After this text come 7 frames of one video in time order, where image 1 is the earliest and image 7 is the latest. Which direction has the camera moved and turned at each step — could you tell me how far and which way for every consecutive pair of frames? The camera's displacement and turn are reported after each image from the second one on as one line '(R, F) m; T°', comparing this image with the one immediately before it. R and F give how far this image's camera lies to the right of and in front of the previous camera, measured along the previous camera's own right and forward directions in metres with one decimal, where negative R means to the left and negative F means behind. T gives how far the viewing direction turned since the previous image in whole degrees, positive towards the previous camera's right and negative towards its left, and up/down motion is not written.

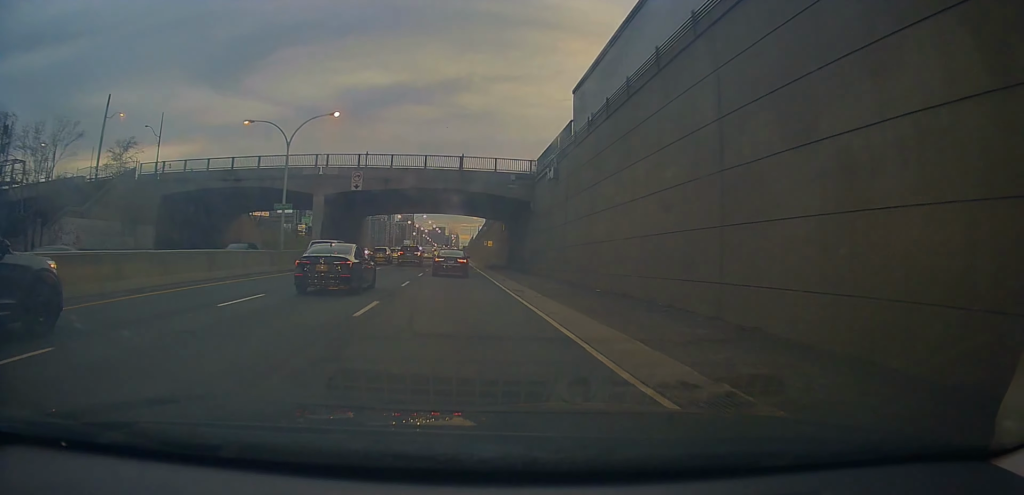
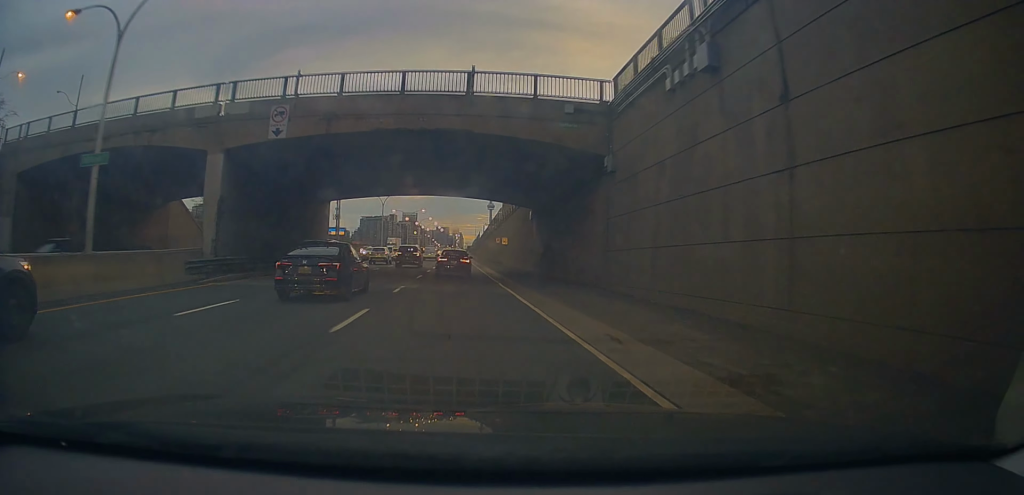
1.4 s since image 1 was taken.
(-0.4, +20.8) m; -1°
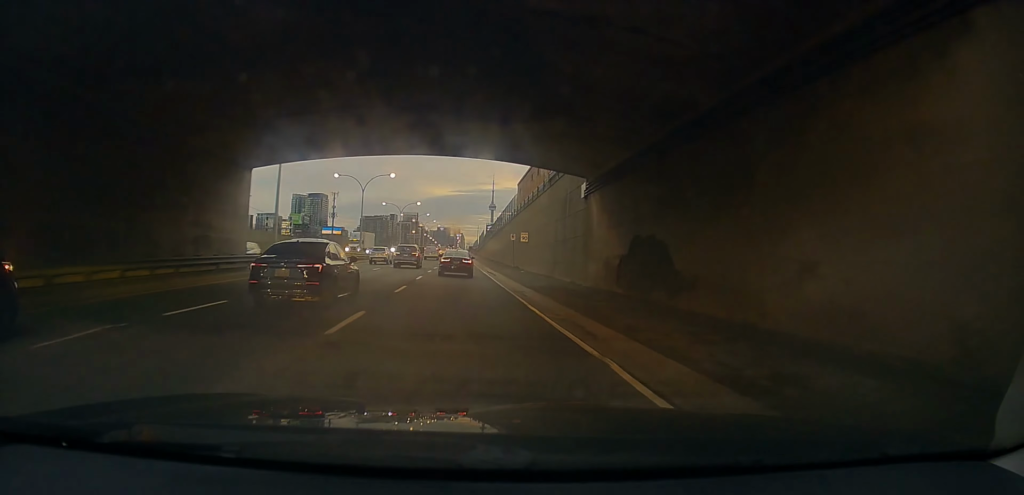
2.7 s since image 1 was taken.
(+0.3, +18.2) m; +2°
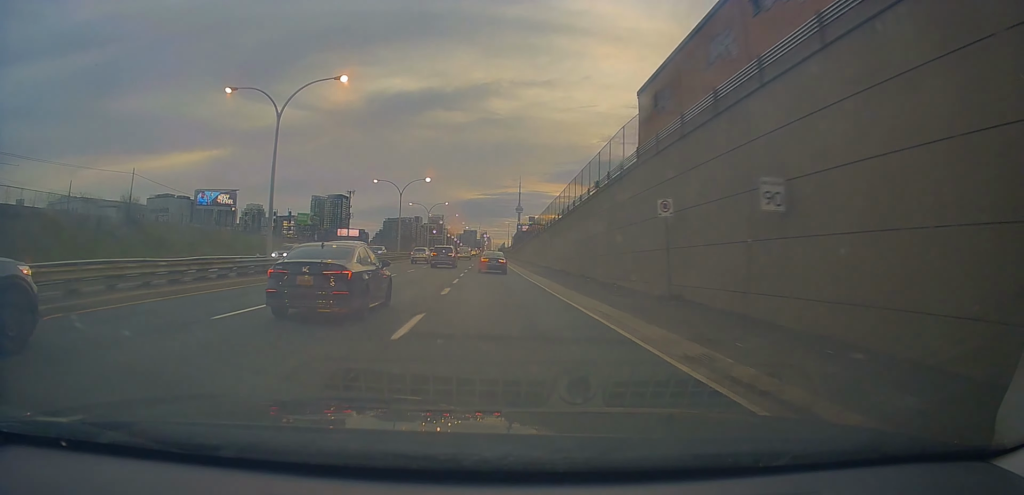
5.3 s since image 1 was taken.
(+1.0, +37.2) m; +1°
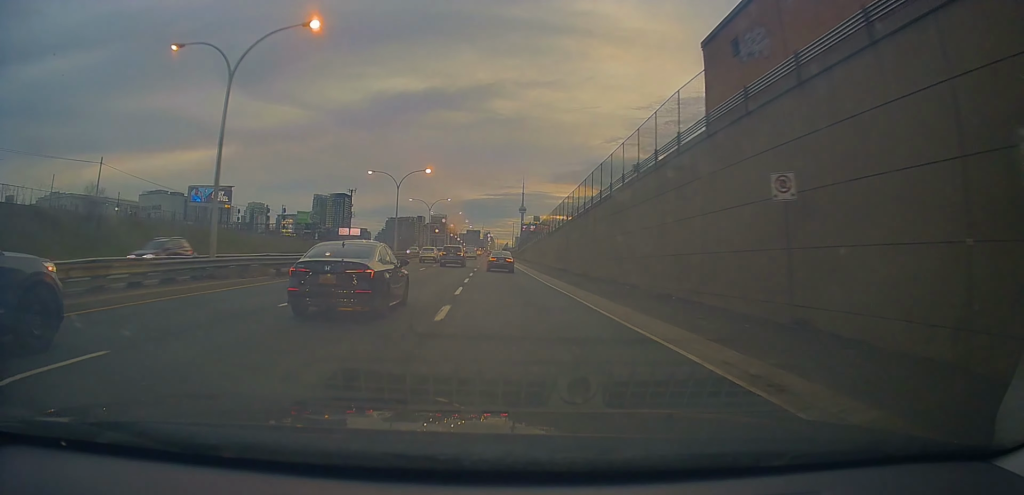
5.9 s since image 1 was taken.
(+0.3, +7.0) m; -2°
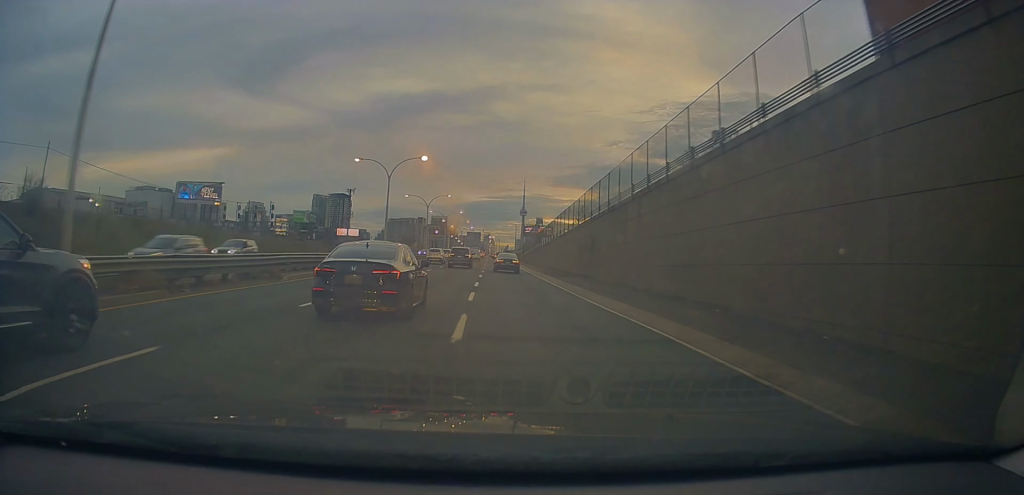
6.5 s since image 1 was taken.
(-0.5, +8.7) m; -3°
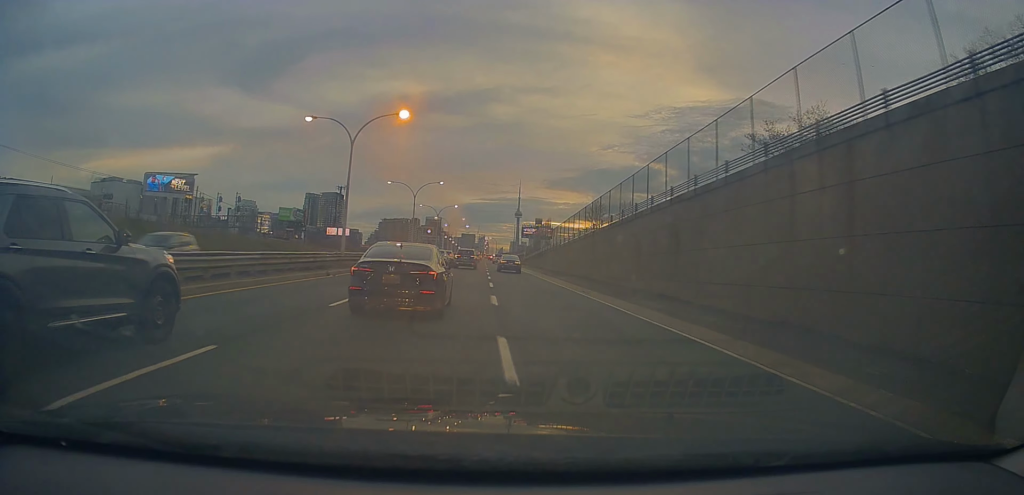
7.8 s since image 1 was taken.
(-0.5, +16.3) m; -1°
